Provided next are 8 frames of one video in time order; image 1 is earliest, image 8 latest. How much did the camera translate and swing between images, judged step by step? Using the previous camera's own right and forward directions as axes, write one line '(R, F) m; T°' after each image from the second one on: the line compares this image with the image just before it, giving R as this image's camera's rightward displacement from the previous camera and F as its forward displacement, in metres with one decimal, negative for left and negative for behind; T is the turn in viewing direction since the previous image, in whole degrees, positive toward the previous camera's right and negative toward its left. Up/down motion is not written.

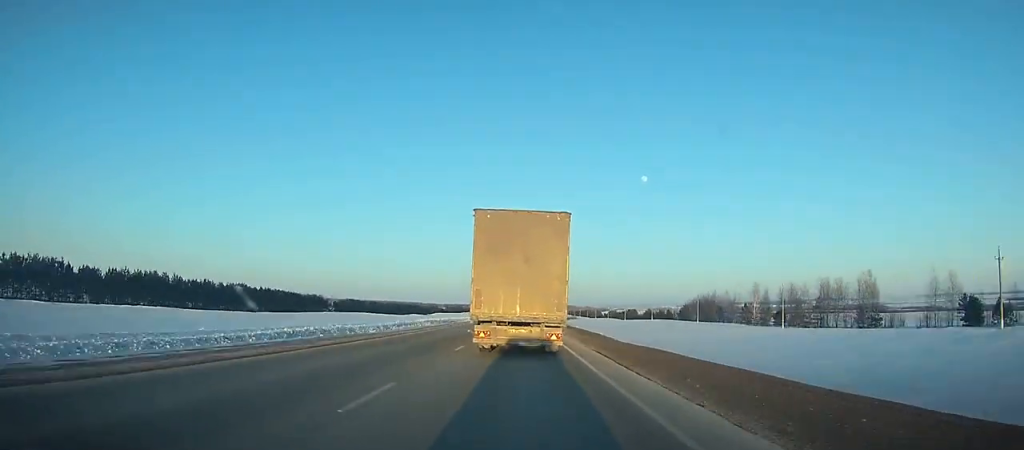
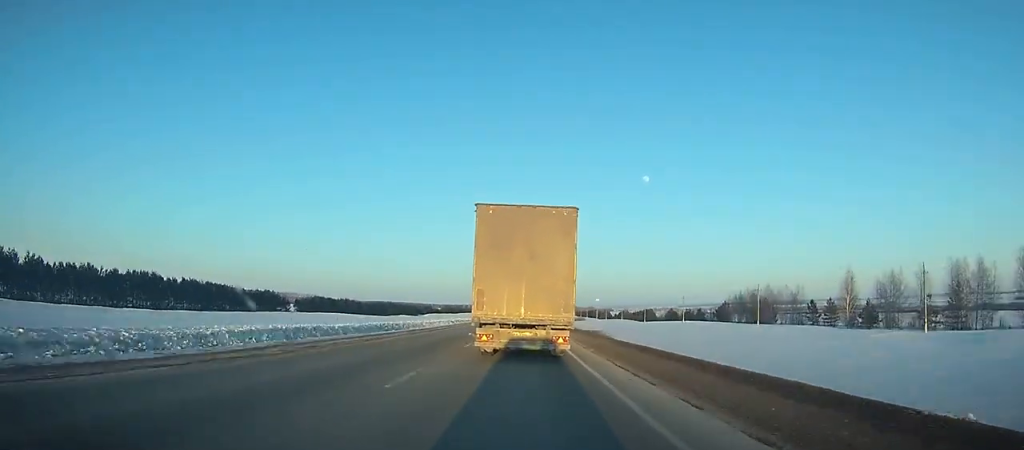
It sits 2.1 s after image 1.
(0.0, +46.2) m; 0°
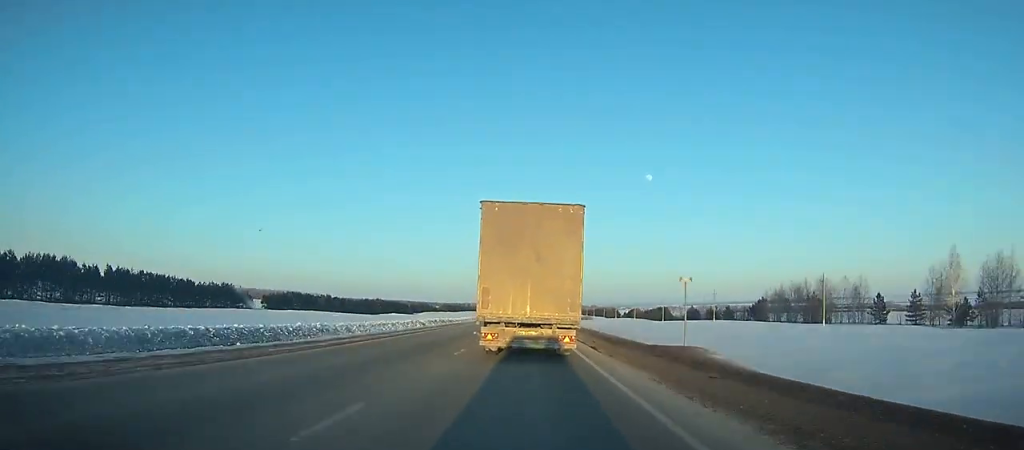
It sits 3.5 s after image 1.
(0.0, +30.6) m; 0°
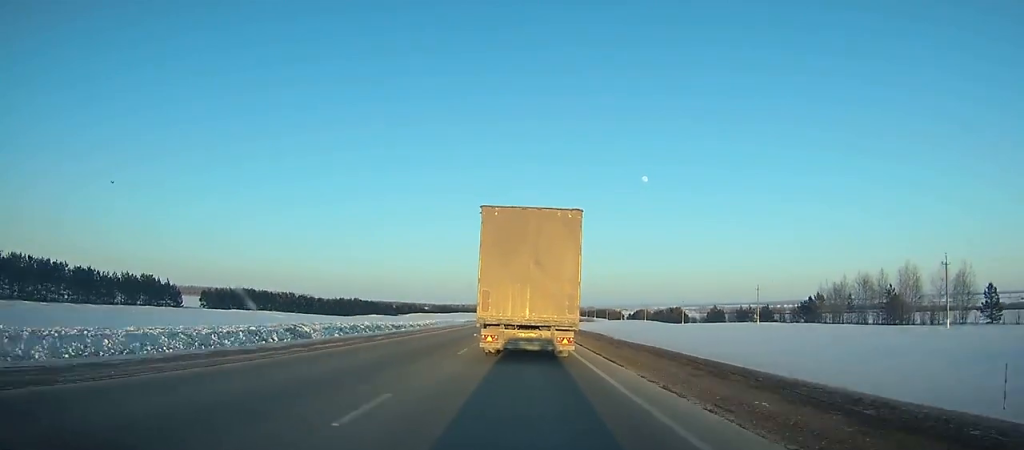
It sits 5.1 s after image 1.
(0.0, +34.3) m; 0°
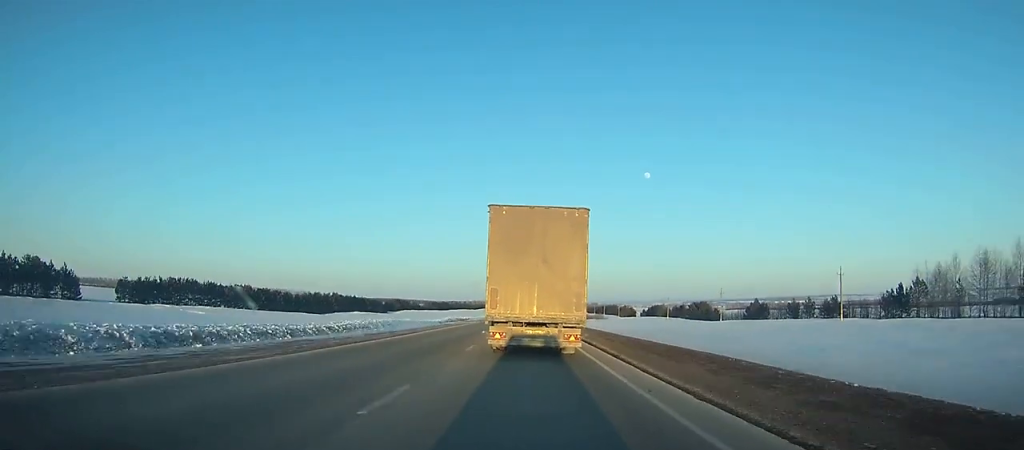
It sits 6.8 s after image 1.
(0.0, +36.4) m; 0°
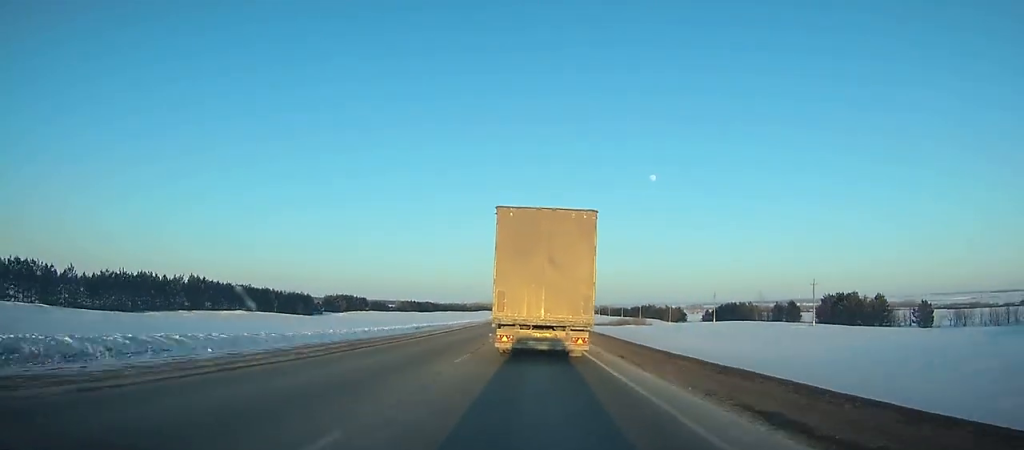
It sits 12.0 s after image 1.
(-0.7, +110.5) m; -1°
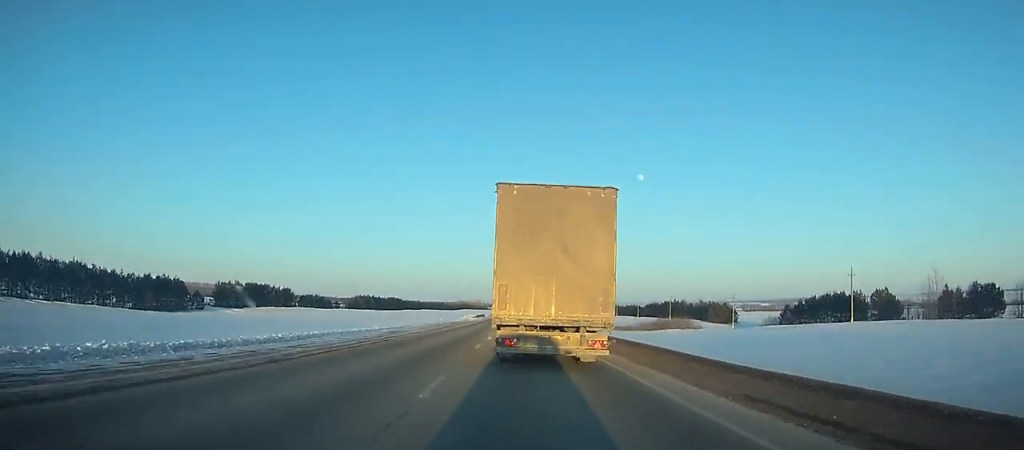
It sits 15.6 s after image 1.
(-0.3, +76.3) m; 0°
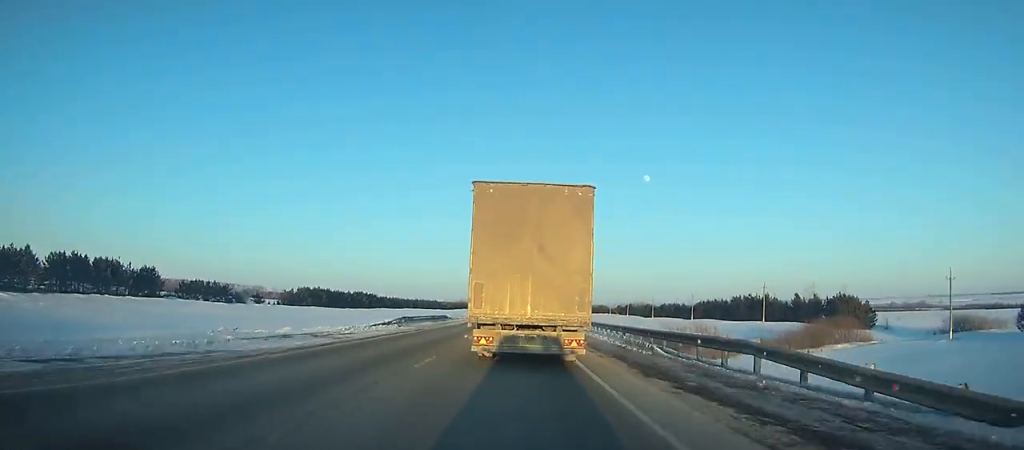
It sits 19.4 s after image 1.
(+0.9, +79.9) m; 0°
